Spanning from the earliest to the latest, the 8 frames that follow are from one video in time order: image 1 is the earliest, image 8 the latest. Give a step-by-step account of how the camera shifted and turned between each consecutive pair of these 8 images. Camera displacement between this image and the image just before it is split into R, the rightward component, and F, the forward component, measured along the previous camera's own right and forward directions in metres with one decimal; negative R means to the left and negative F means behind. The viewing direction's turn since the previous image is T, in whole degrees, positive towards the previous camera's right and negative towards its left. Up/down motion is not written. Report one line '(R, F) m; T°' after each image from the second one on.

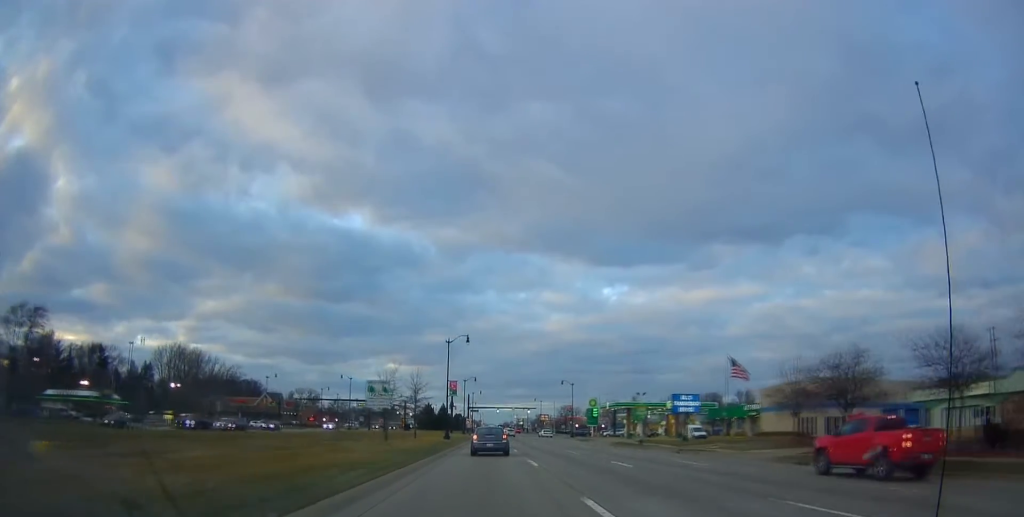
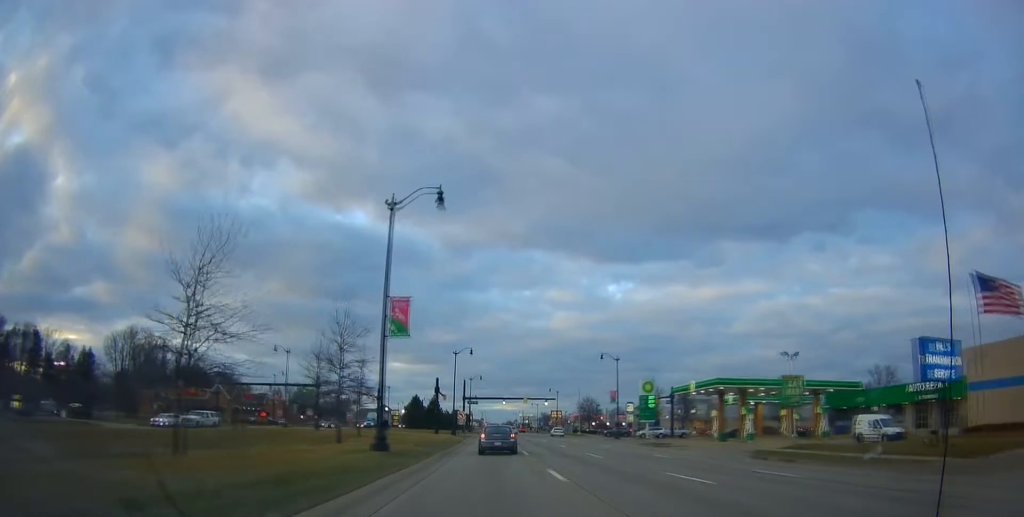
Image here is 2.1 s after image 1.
(+0.2, +36.8) m; 0°
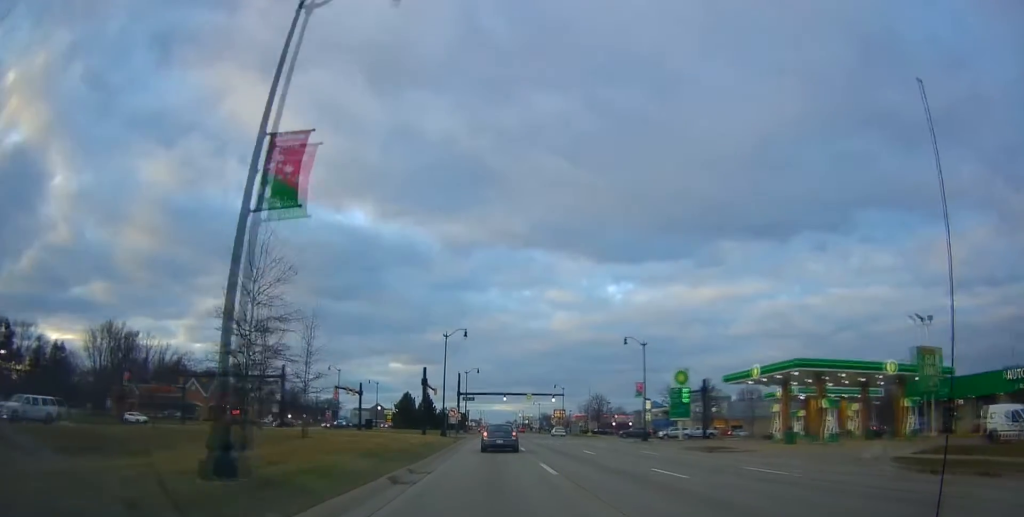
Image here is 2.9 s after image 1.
(-0.1, +13.9) m; +1°
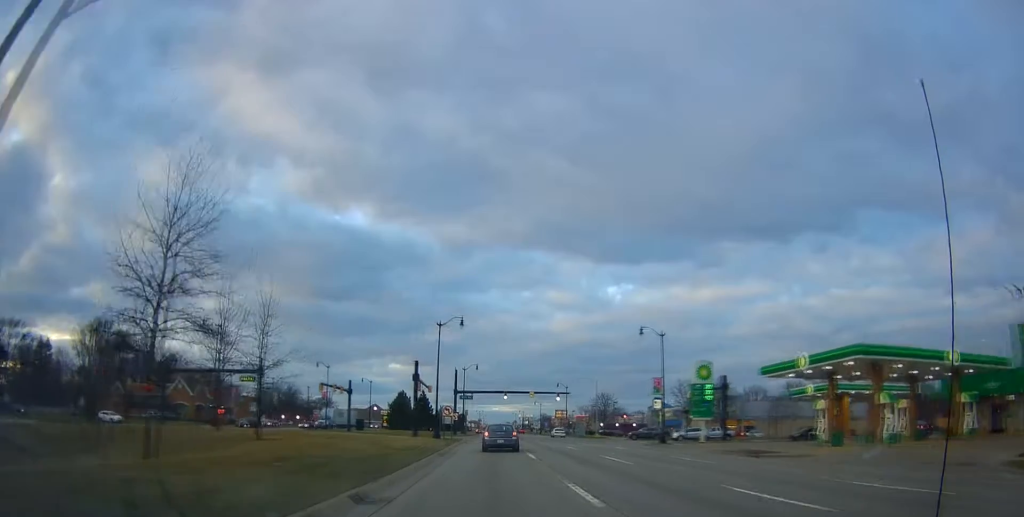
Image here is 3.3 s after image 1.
(+0.3, +6.9) m; +1°
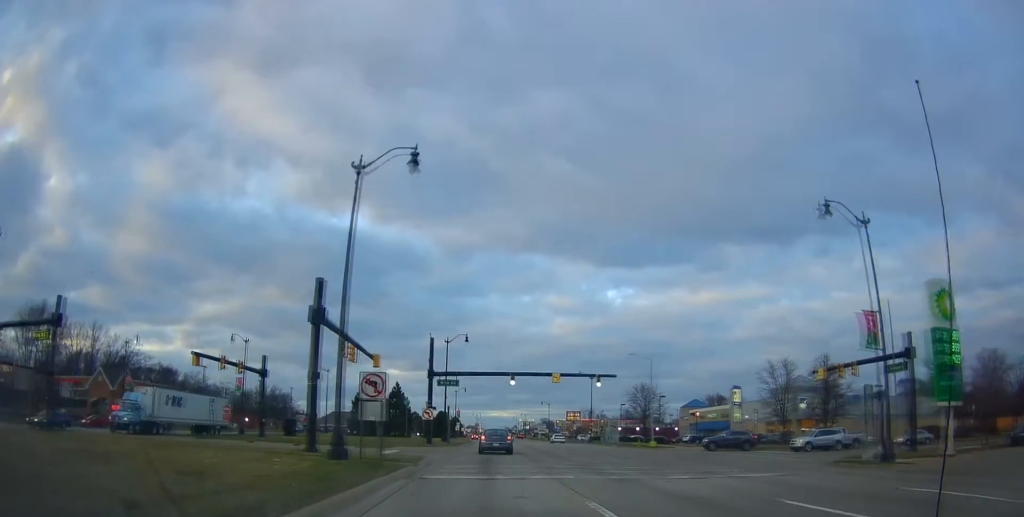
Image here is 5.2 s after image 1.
(+0.2, +32.5) m; +1°
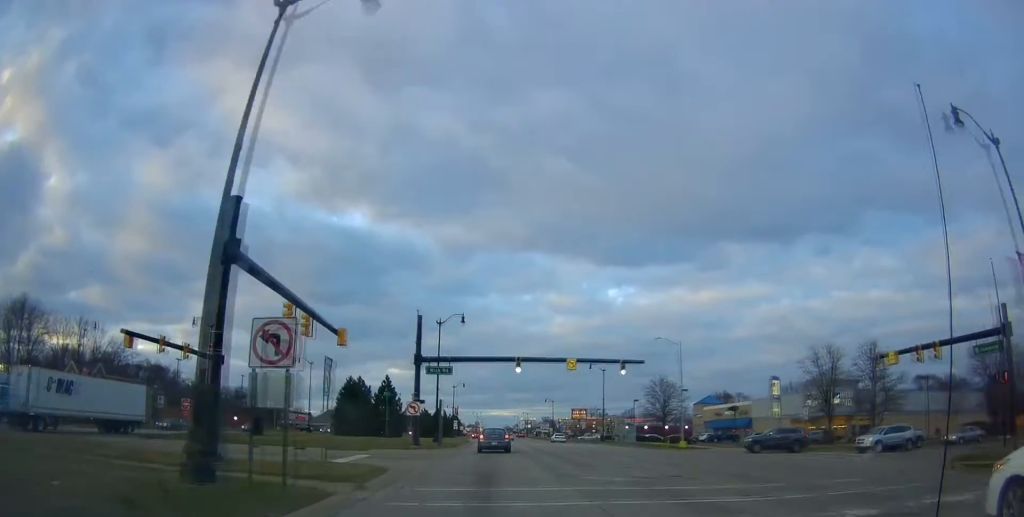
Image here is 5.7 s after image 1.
(+0.1, +9.1) m; 0°
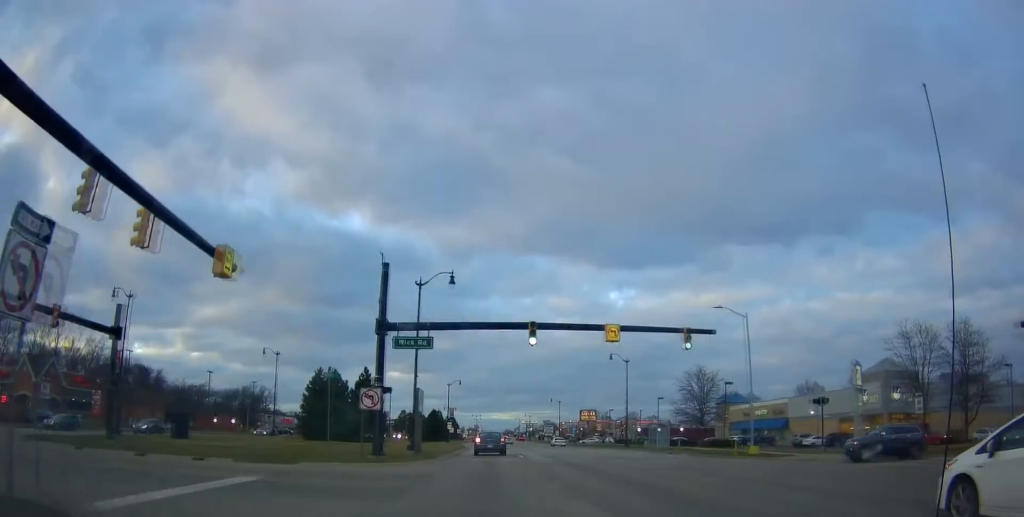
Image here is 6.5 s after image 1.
(0.0, +13.9) m; 0°
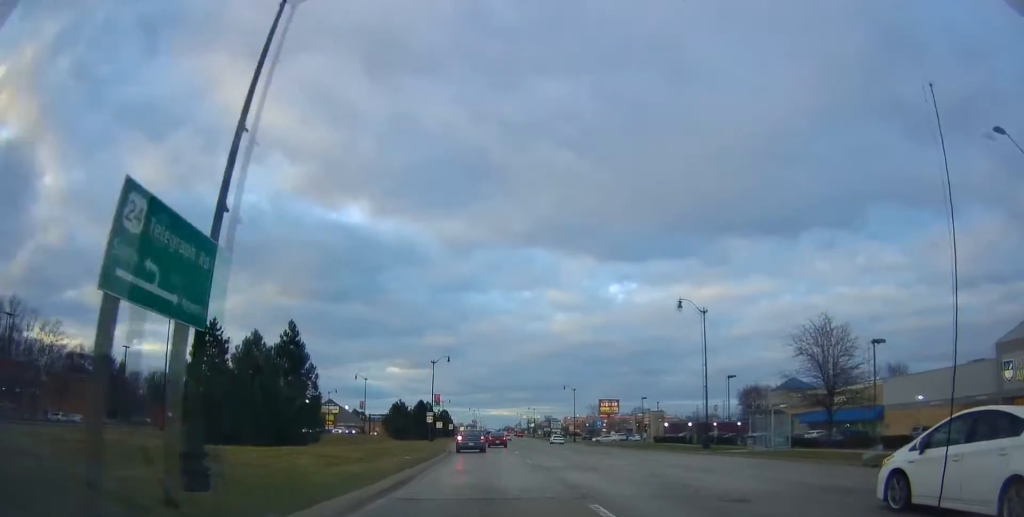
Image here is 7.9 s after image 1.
(-0.7, +25.9) m; -3°
